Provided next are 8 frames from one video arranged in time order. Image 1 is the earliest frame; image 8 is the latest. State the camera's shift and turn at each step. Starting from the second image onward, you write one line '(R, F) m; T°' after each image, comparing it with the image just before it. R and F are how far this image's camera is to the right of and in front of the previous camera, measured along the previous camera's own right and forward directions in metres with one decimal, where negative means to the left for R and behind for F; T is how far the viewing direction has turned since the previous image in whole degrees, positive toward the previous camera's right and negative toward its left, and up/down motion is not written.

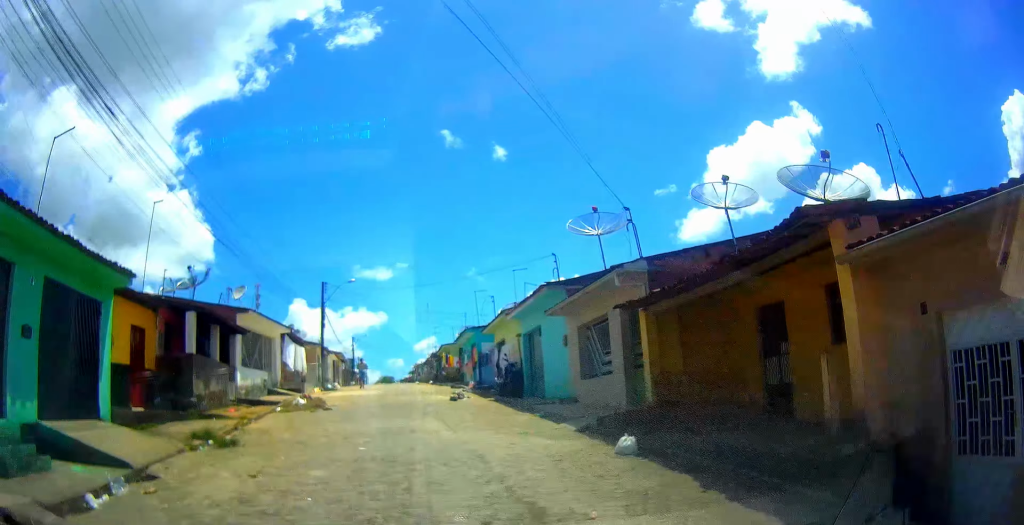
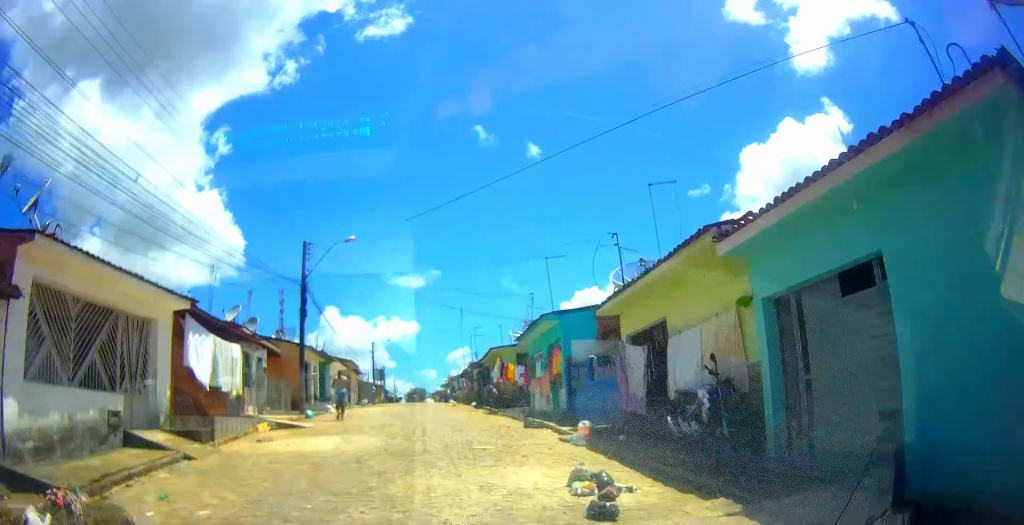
(-1.1, +13.2) m; -8°
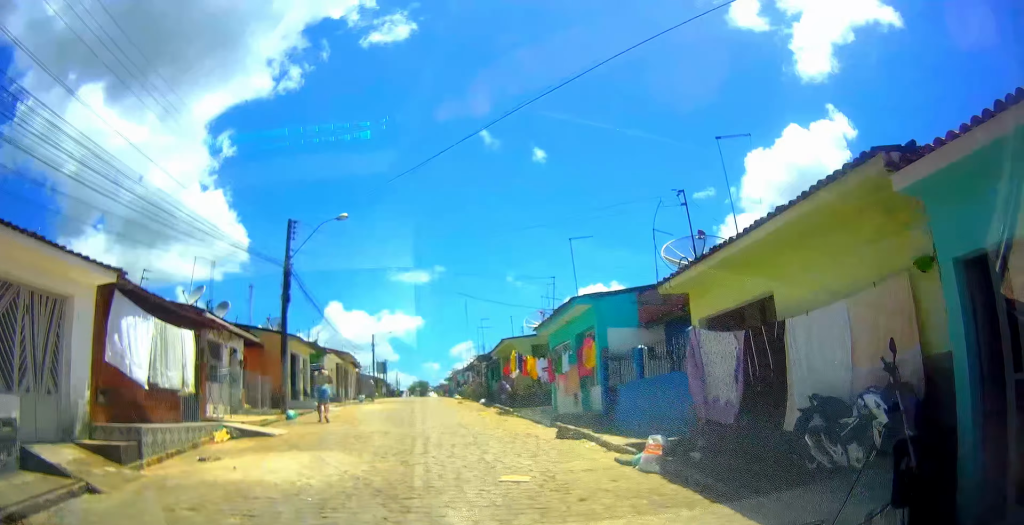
(0.0, +3.2) m; 0°
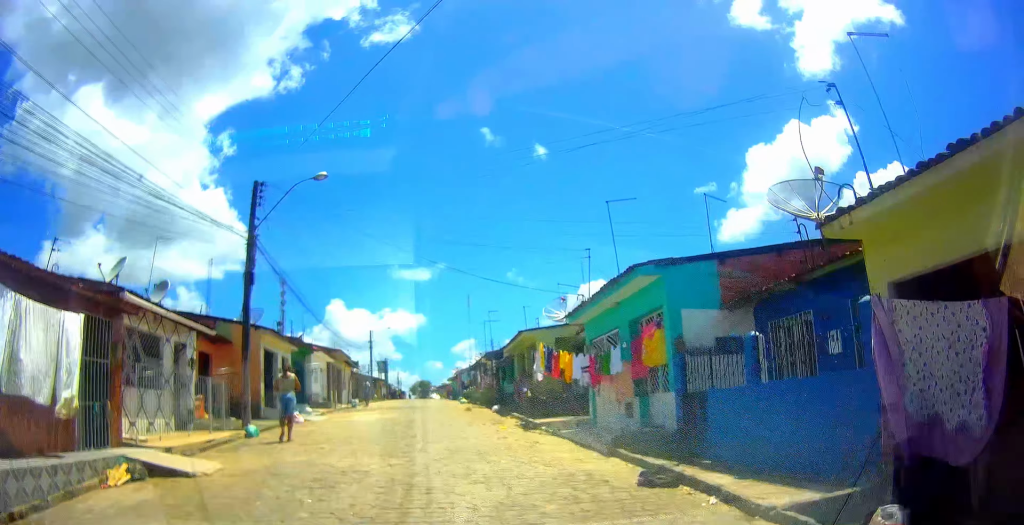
(0.0, +4.2) m; 0°
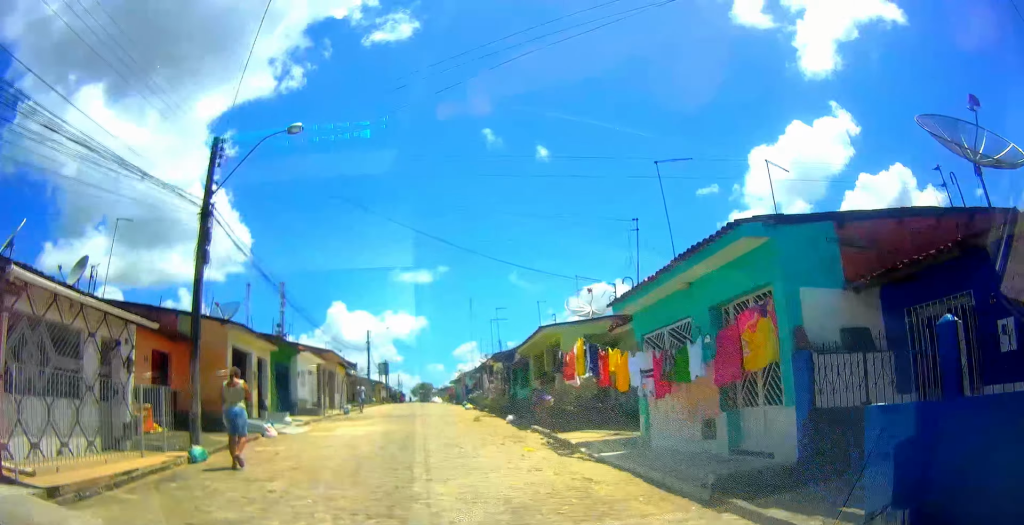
(0.0, +3.5) m; 0°
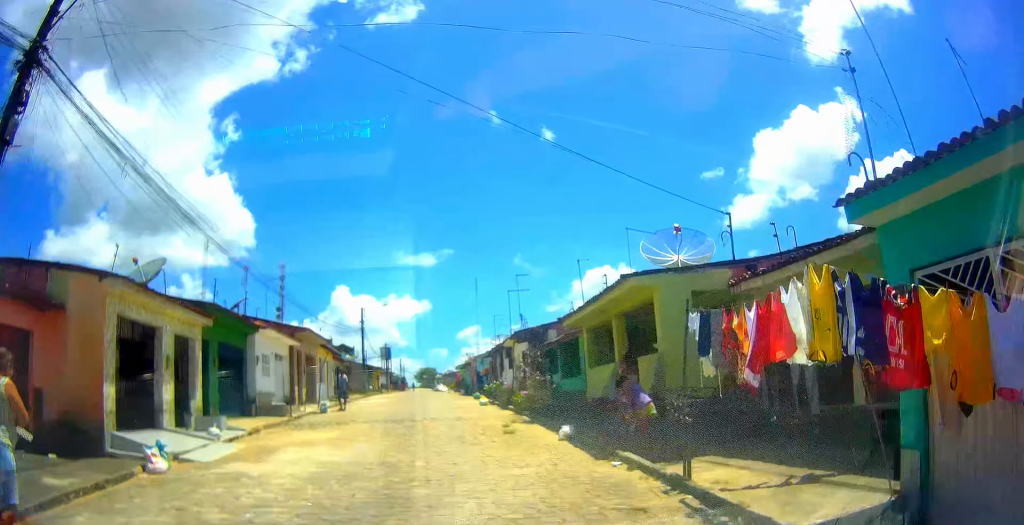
(0.0, +6.7) m; 0°
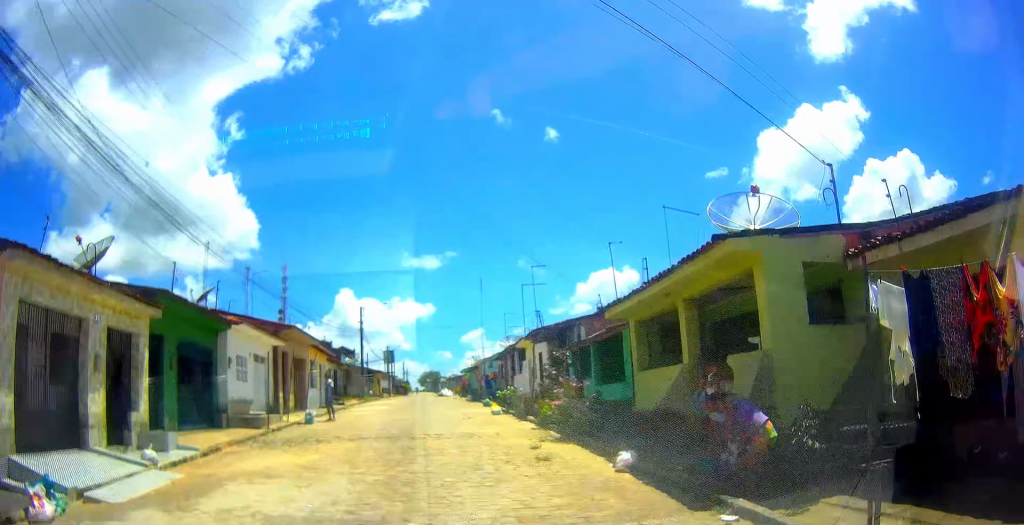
(0.0, +3.4) m; 0°
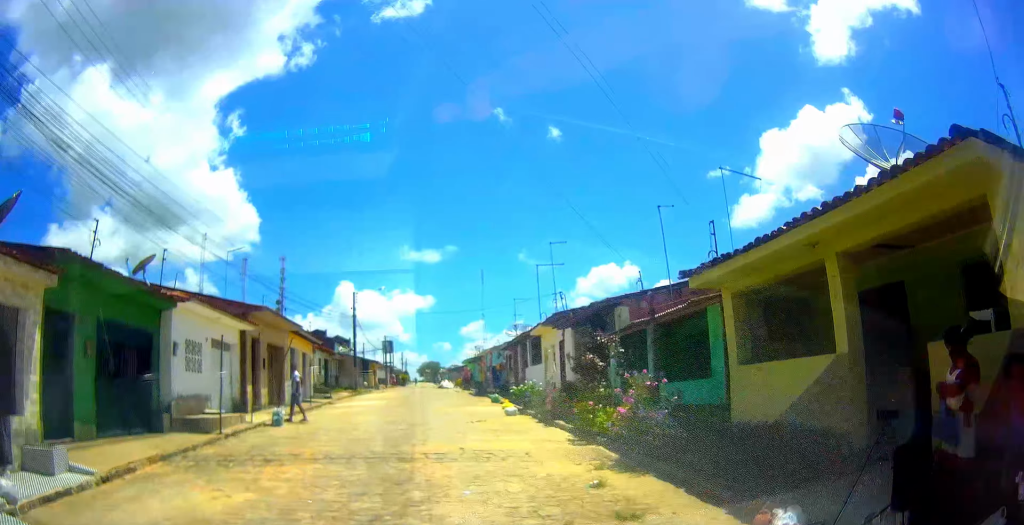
(0.0, +4.5) m; 0°
